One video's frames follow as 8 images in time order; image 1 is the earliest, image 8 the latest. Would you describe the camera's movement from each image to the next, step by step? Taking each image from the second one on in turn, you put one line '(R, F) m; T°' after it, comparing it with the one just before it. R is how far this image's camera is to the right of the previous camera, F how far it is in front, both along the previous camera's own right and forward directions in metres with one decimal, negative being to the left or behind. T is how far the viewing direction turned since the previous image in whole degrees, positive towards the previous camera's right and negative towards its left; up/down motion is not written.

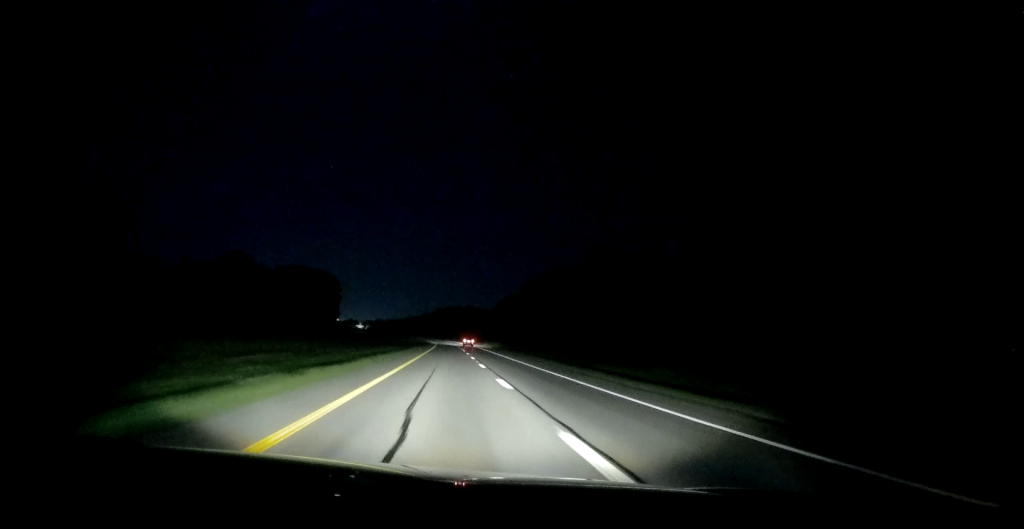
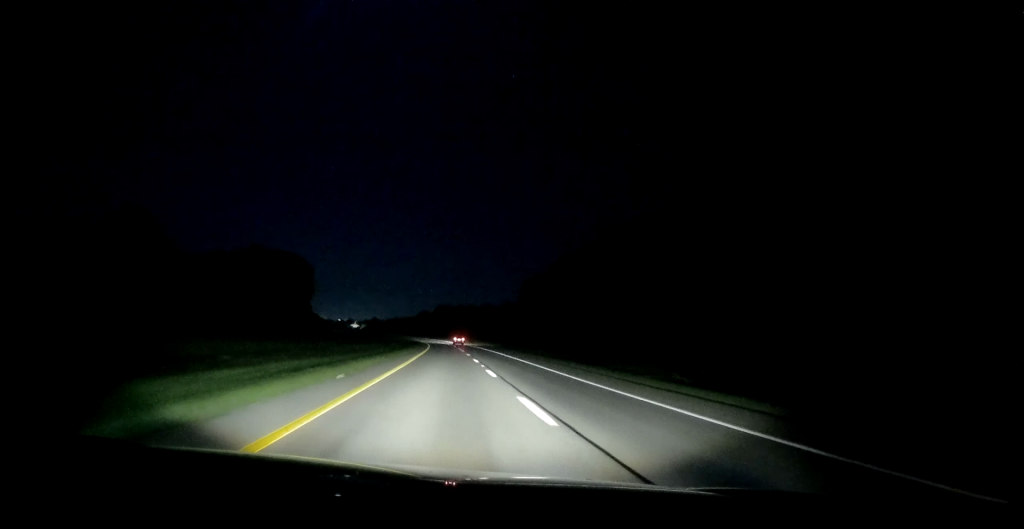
(-0.4, +43.5) m; -1°
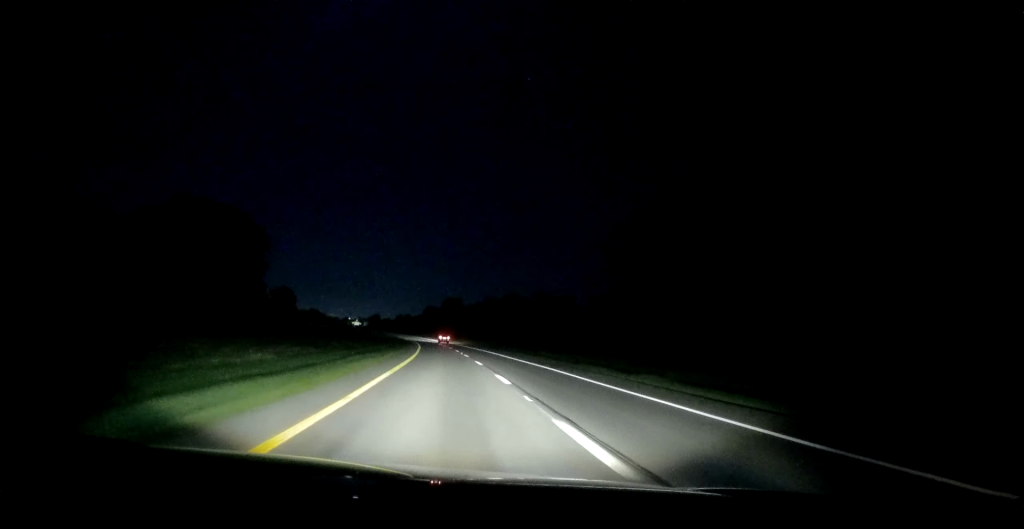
(-0.1, +53.3) m; 0°
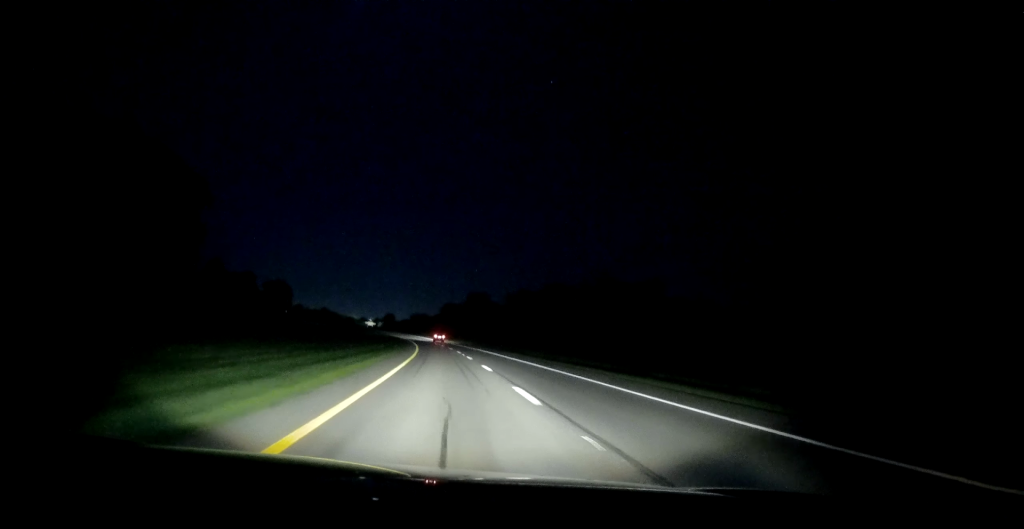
(-0.6, +42.1) m; -1°
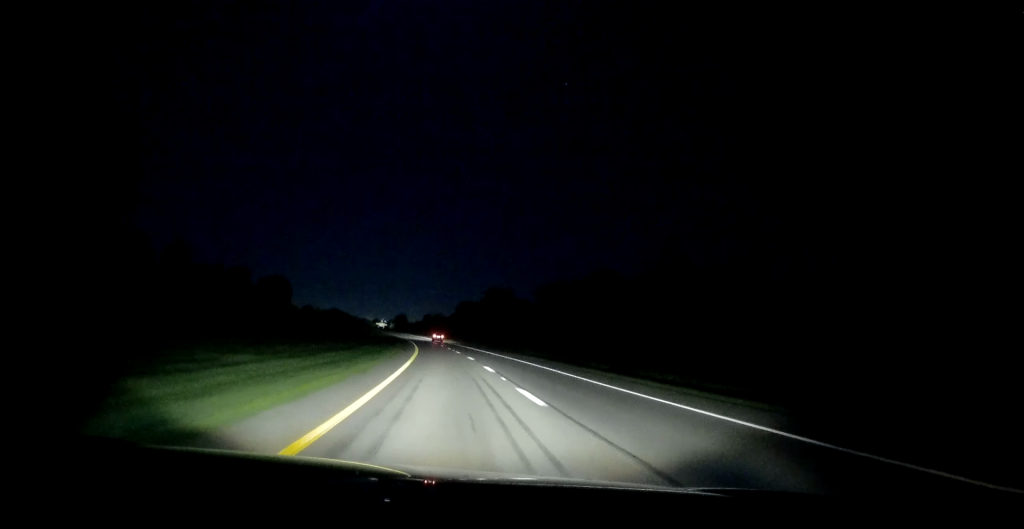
(0.0, +24.6) m; -1°
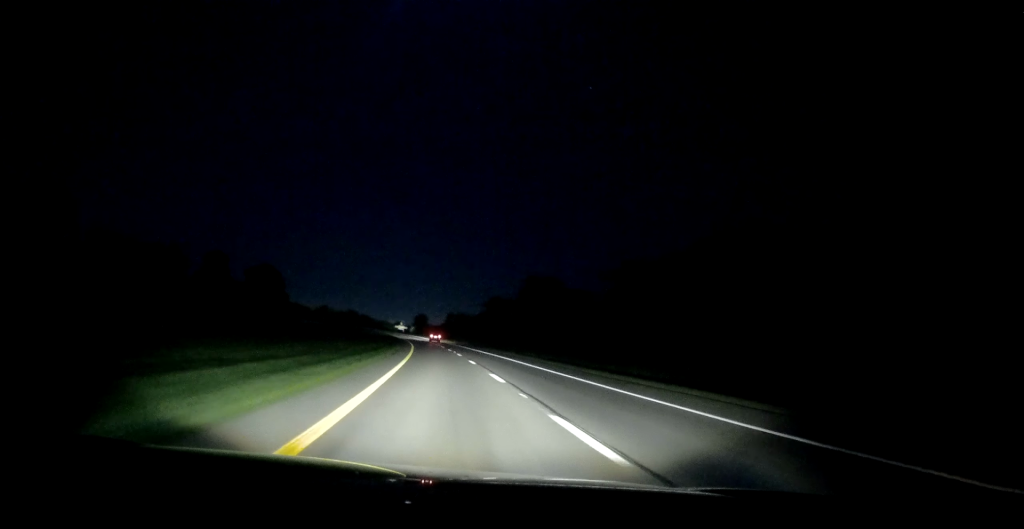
(-1.1, +42.6) m; -3°
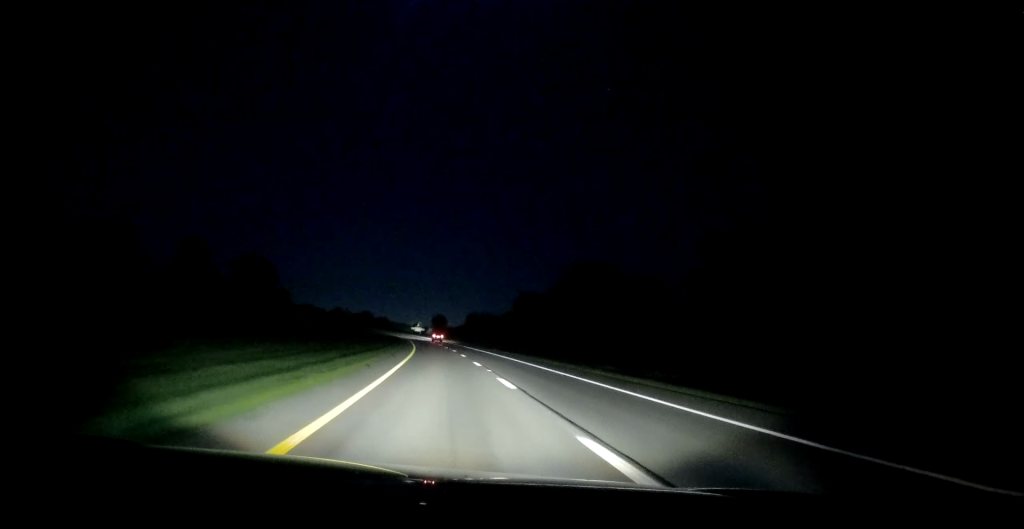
(-0.3, +27.0) m; -1°
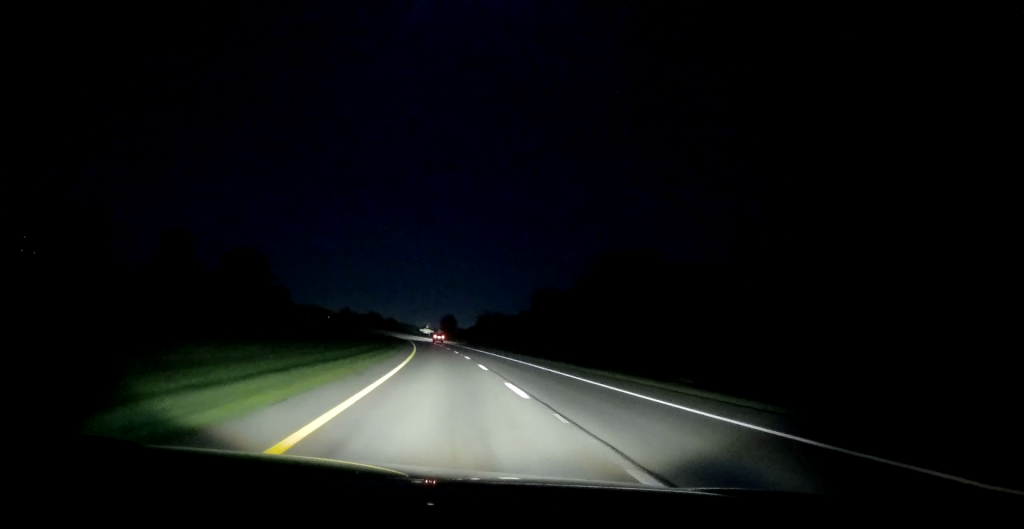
(-0.1, +15.9) m; -1°
